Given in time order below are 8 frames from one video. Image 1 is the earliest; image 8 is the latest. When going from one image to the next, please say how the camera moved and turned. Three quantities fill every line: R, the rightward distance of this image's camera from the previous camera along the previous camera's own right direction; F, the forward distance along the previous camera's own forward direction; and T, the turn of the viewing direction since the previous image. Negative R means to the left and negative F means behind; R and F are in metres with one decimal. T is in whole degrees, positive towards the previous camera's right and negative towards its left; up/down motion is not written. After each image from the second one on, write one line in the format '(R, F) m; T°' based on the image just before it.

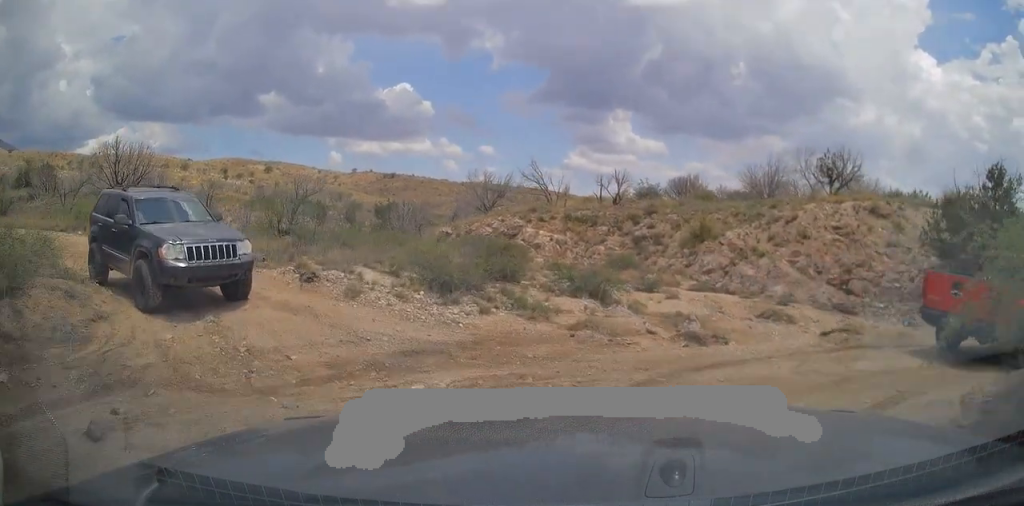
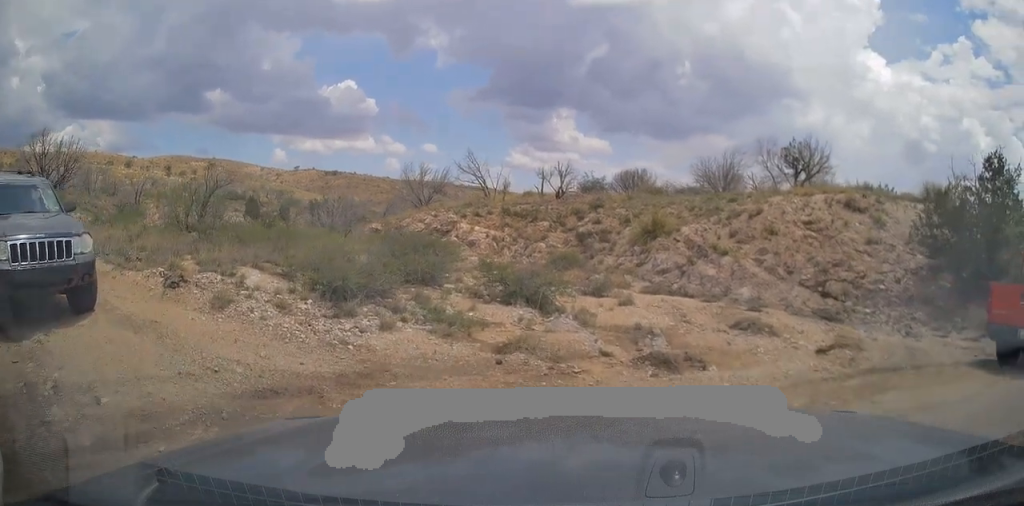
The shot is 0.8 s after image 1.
(0.0, +2.2) m; +9°
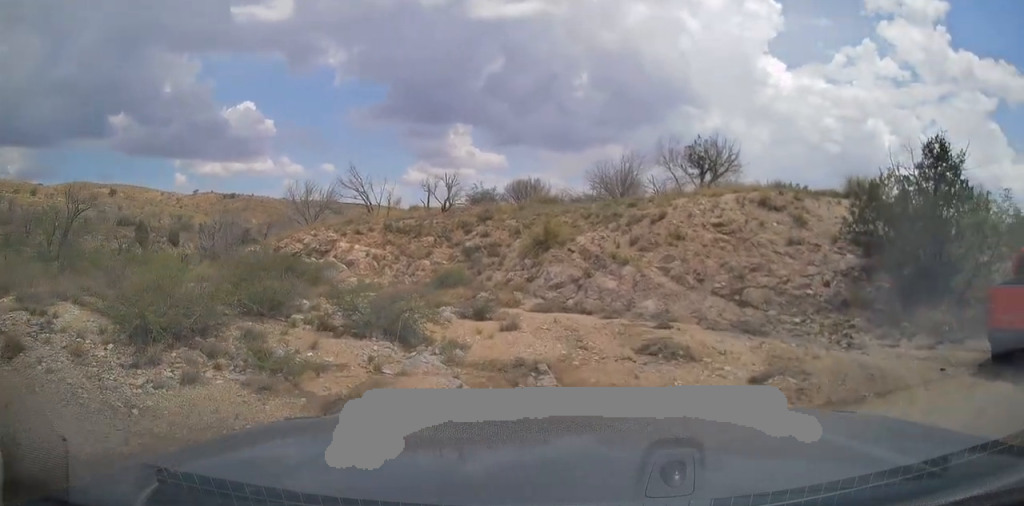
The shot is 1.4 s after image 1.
(+0.1, +2.1) m; +16°
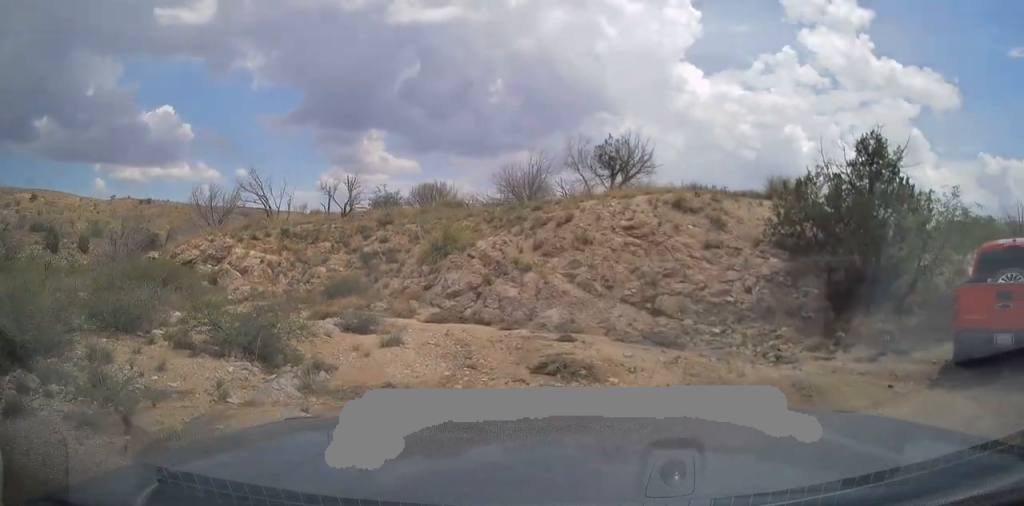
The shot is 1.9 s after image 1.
(+0.3, +1.3) m; +5°
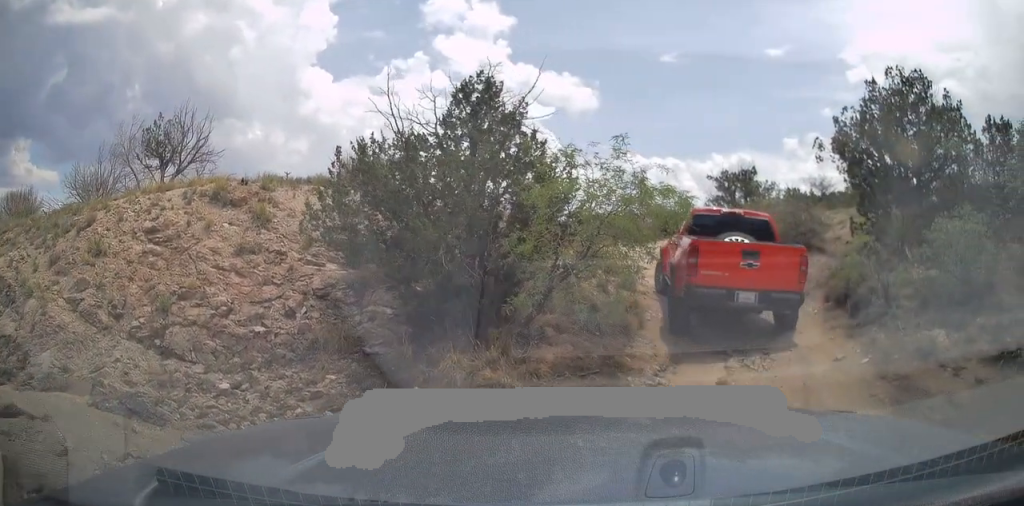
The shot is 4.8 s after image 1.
(+1.7, +6.3) m; +35°
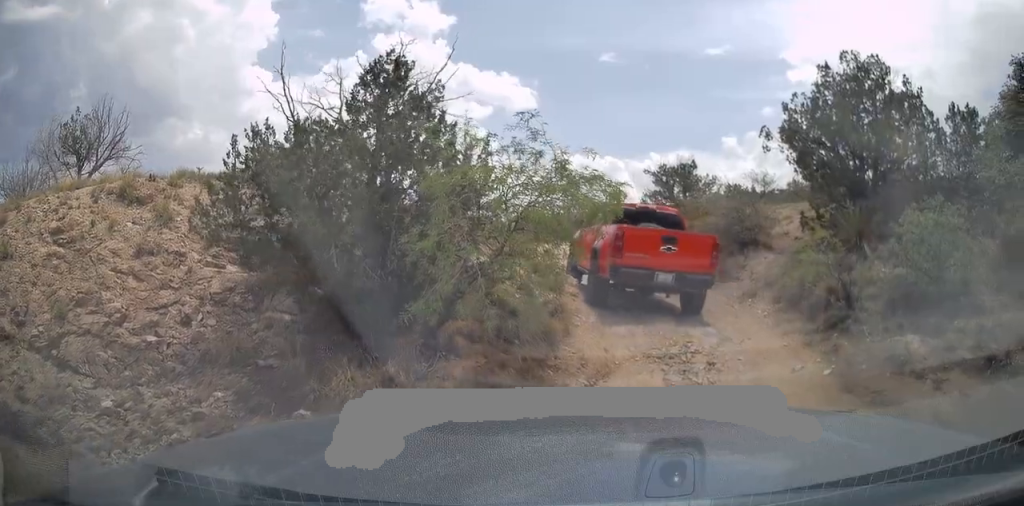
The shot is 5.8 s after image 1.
(+0.3, +1.2) m; 0°
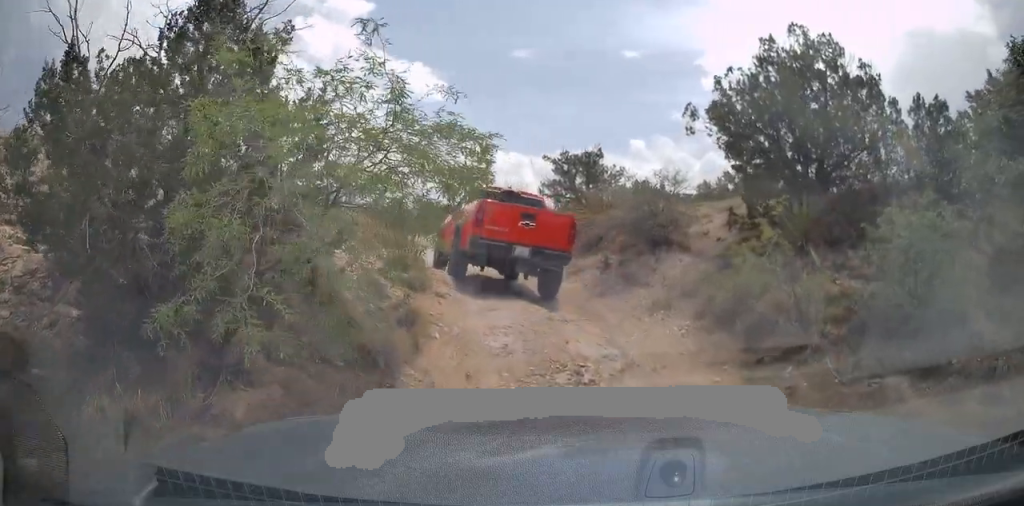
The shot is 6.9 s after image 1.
(+0.4, +1.5) m; +4°
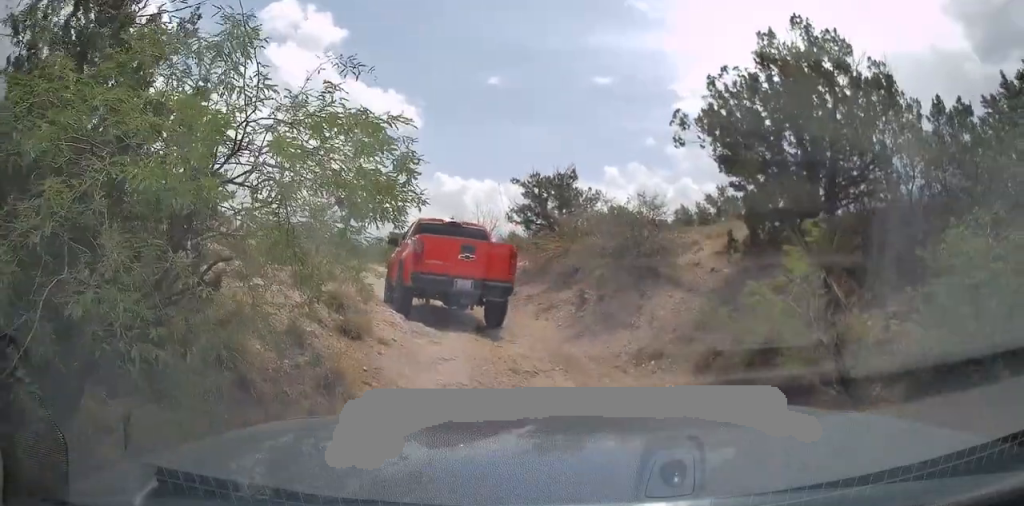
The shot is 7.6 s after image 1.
(+0.1, +1.1) m; +5°
